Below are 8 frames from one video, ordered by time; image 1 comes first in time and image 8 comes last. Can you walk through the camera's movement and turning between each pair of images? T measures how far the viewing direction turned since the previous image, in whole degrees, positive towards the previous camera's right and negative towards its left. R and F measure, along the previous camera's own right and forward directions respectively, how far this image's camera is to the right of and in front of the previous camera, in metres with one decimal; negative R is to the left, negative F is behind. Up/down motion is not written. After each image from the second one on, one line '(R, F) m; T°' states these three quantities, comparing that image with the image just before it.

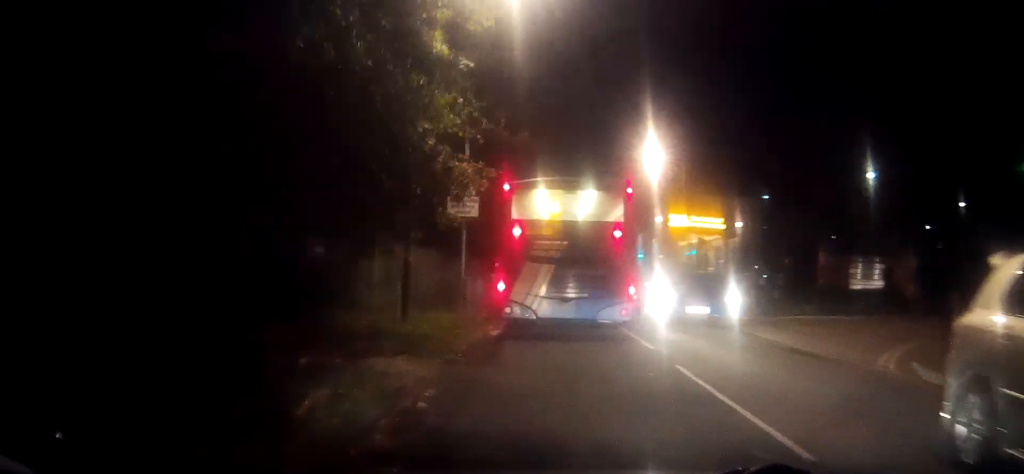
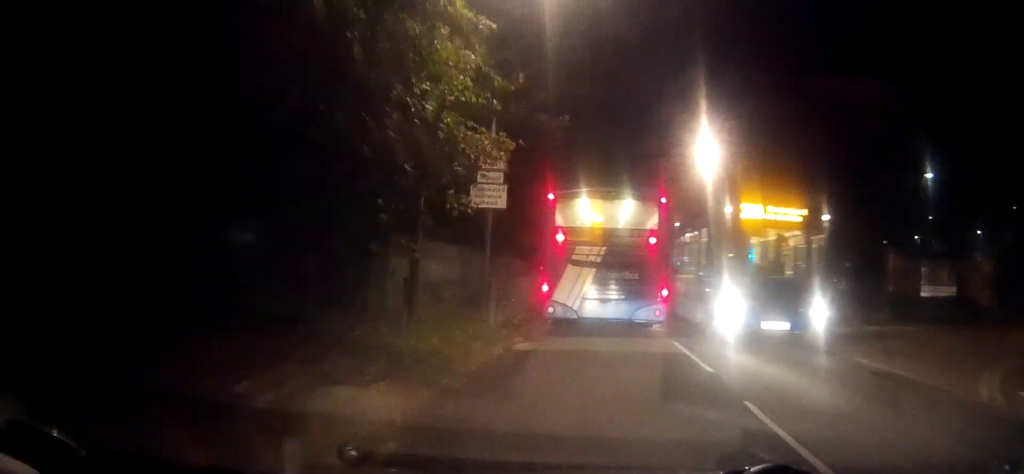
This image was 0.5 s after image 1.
(0.0, +1.9) m; -3°
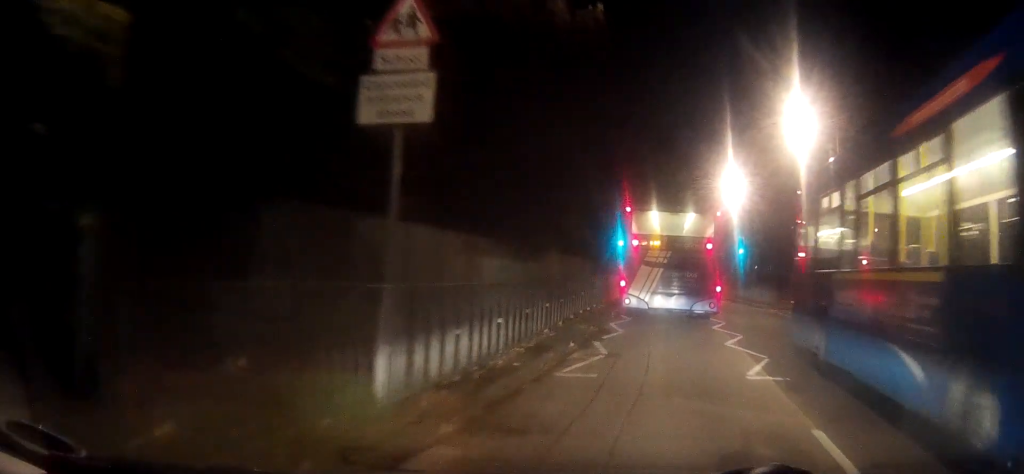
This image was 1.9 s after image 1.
(-0.3, +7.1) m; -1°
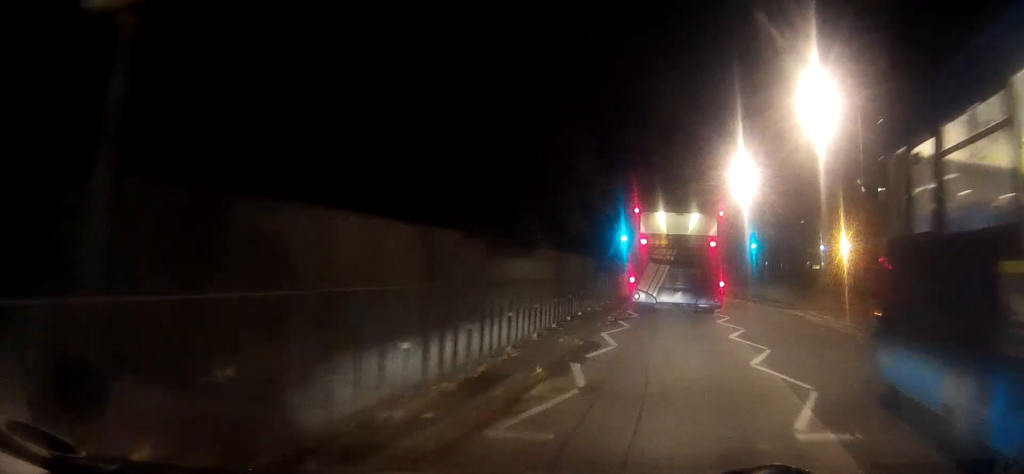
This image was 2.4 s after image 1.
(0.0, +3.2) m; +2°
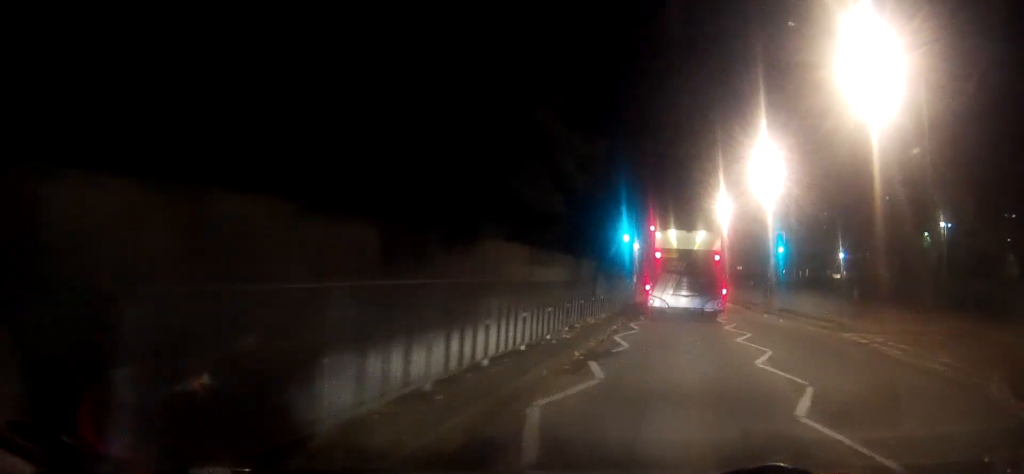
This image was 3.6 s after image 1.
(+0.3, +7.7) m; +4°
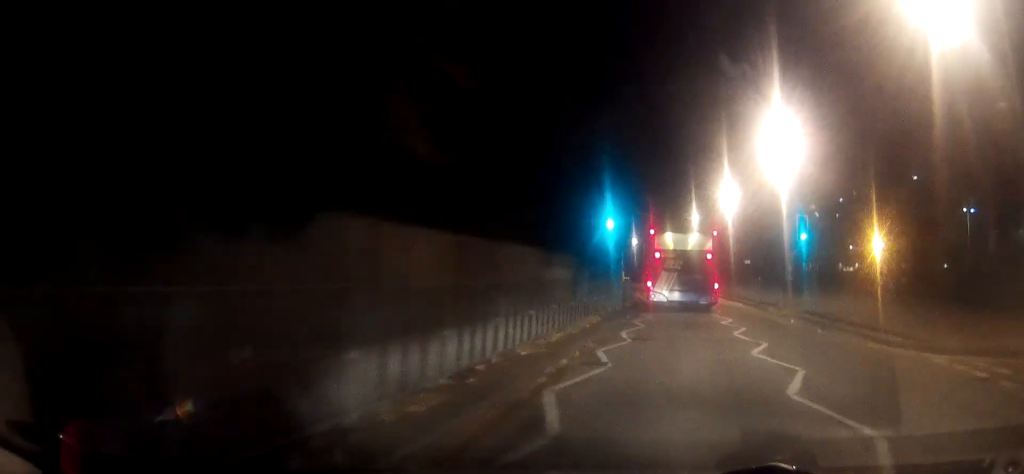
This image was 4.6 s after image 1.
(+0.2, +7.7) m; +2°
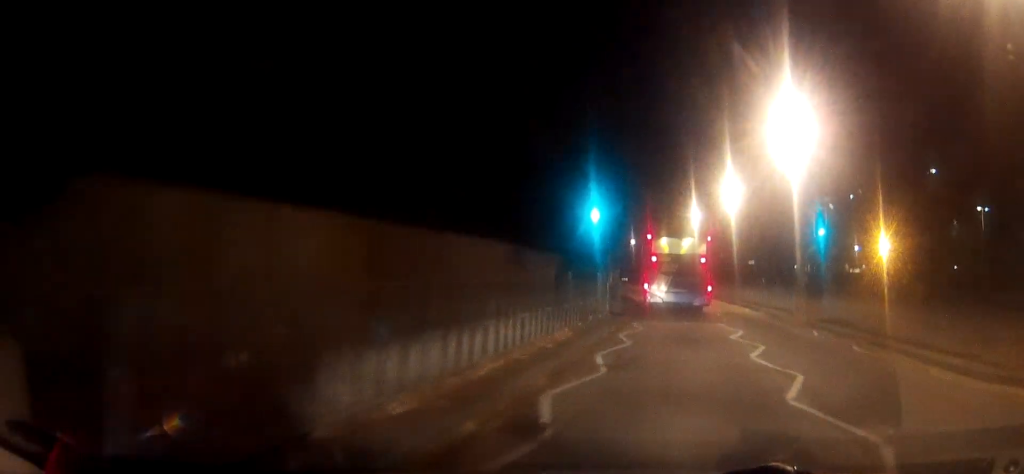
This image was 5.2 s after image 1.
(+0.1, +4.3) m; 0°
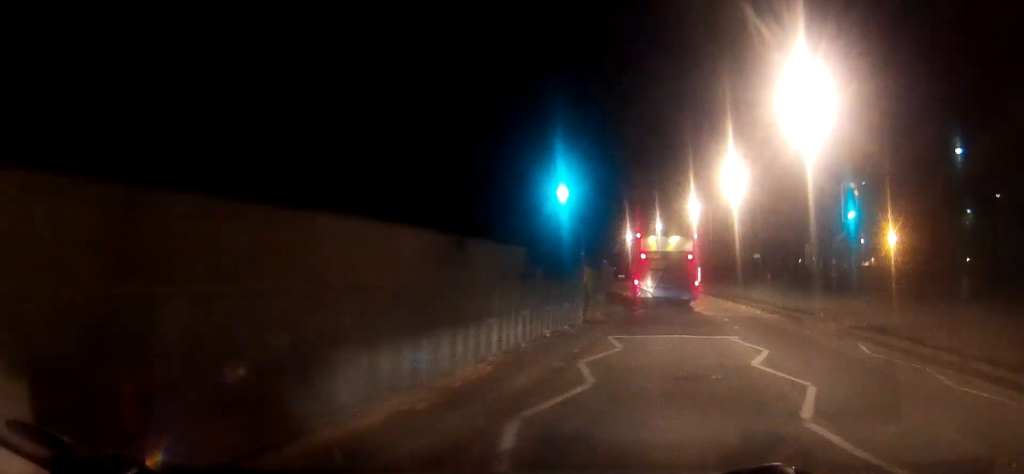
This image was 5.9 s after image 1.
(0.0, +5.6) m; -1°
